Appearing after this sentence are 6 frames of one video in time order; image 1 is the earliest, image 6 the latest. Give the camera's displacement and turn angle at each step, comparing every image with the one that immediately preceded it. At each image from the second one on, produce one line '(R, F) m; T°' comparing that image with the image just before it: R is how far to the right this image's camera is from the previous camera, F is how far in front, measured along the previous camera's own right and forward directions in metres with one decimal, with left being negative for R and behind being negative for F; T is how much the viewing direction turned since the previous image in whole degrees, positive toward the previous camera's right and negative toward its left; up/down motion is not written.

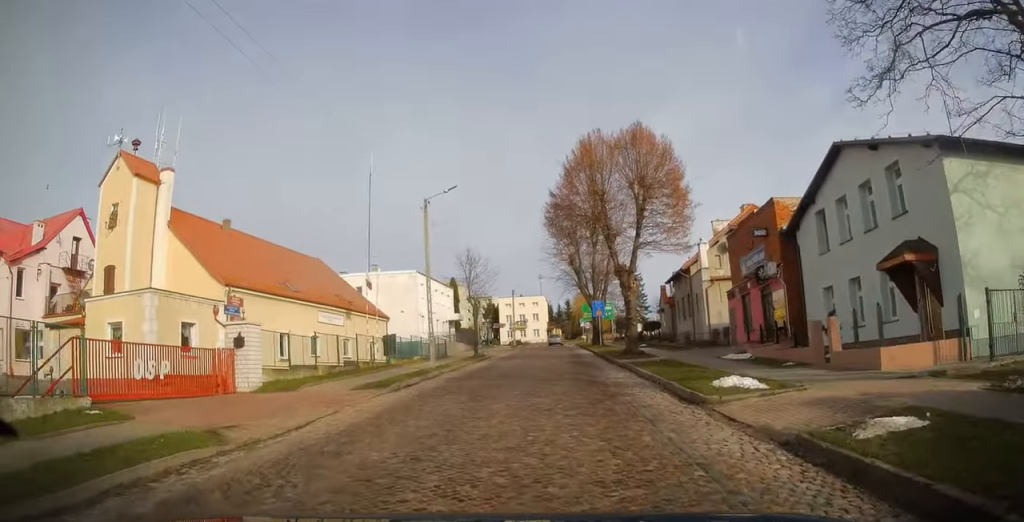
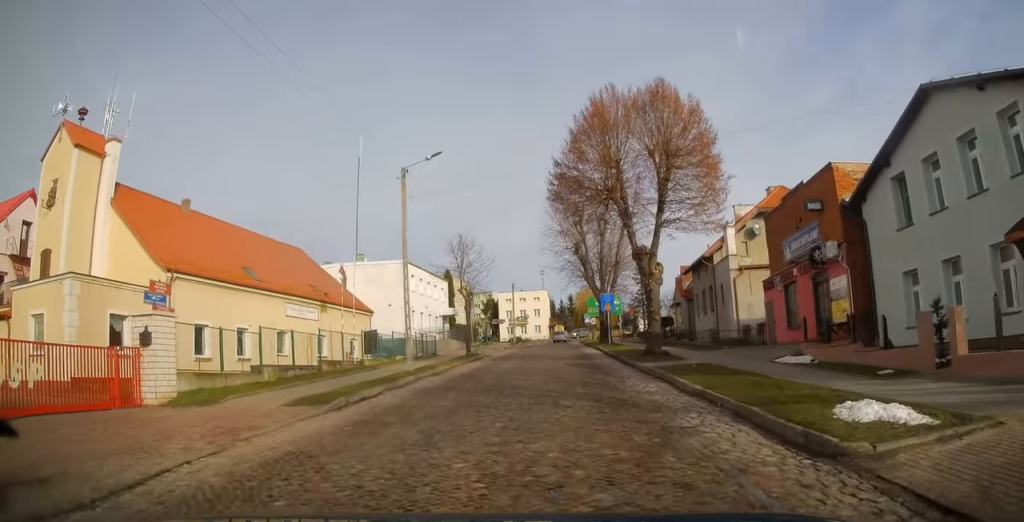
(0.0, +5.4) m; 0°
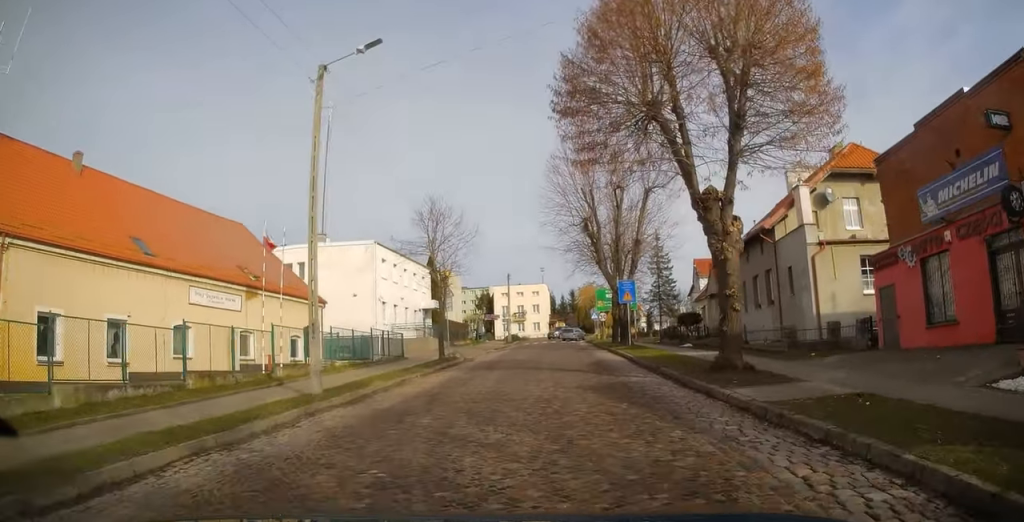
(0.0, +10.2) m; 0°
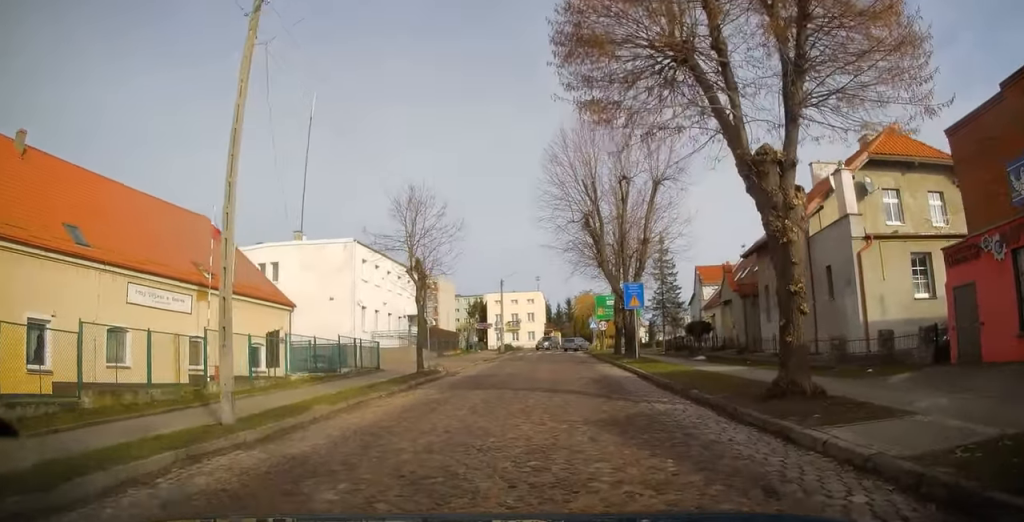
(0.0, +4.1) m; 0°
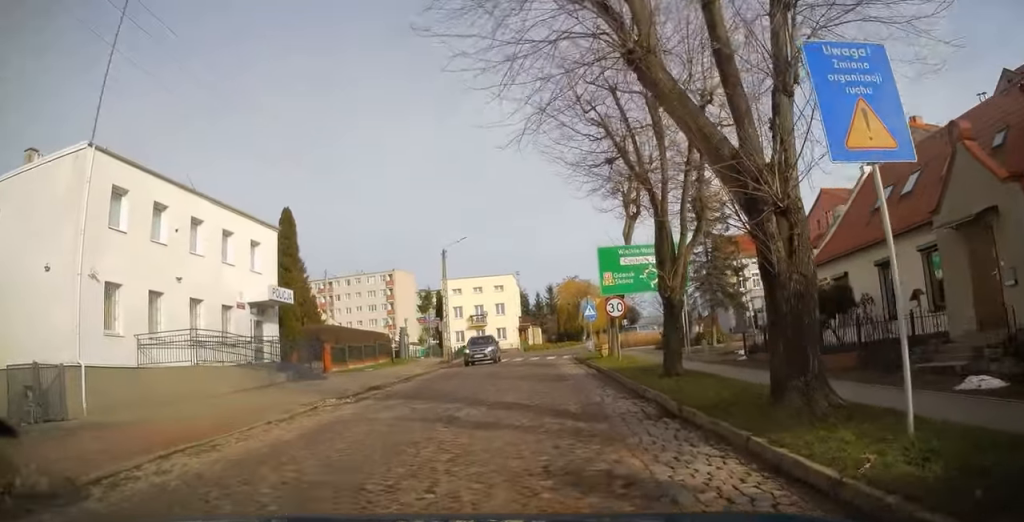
(+0.9, +24.2) m; +2°
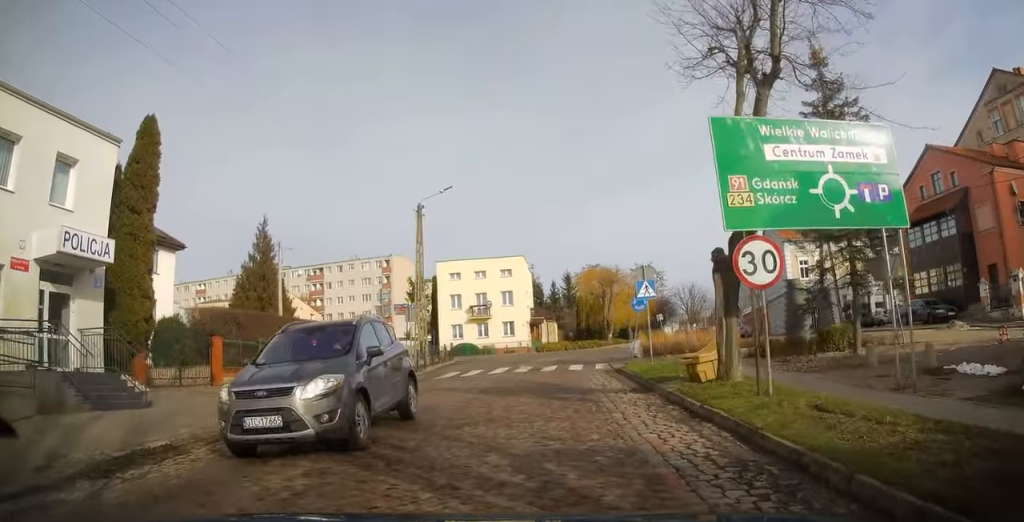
(-0.3, +14.6) m; 0°
